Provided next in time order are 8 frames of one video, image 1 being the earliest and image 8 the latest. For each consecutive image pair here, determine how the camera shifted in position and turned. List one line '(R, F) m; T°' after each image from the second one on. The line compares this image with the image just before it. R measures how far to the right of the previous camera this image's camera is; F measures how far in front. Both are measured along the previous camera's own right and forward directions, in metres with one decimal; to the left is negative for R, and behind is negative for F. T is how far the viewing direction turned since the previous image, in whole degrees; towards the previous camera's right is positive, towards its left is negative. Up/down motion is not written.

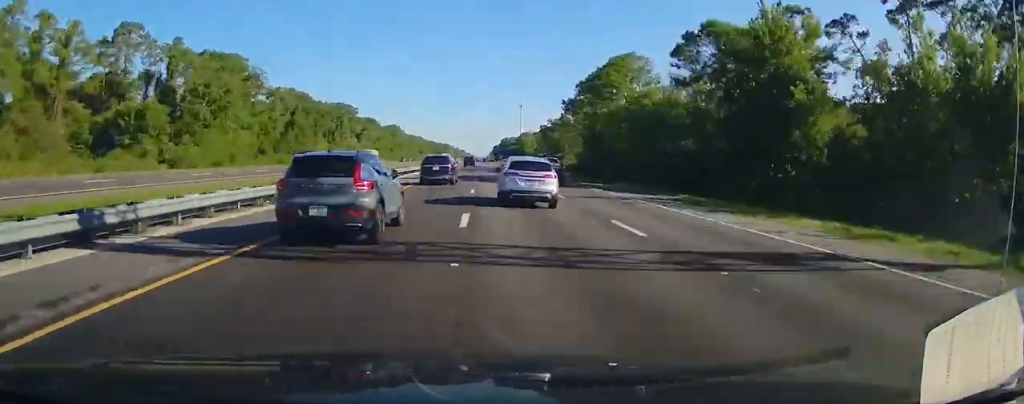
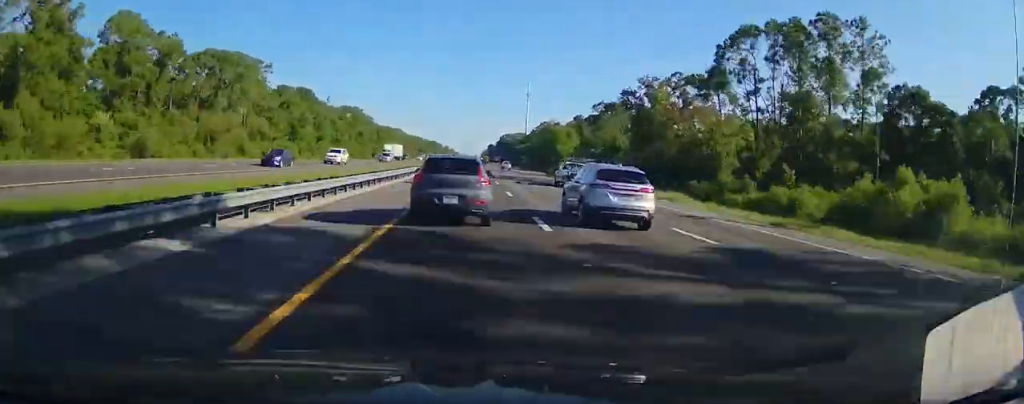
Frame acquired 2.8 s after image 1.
(0.0, +99.3) m; 0°
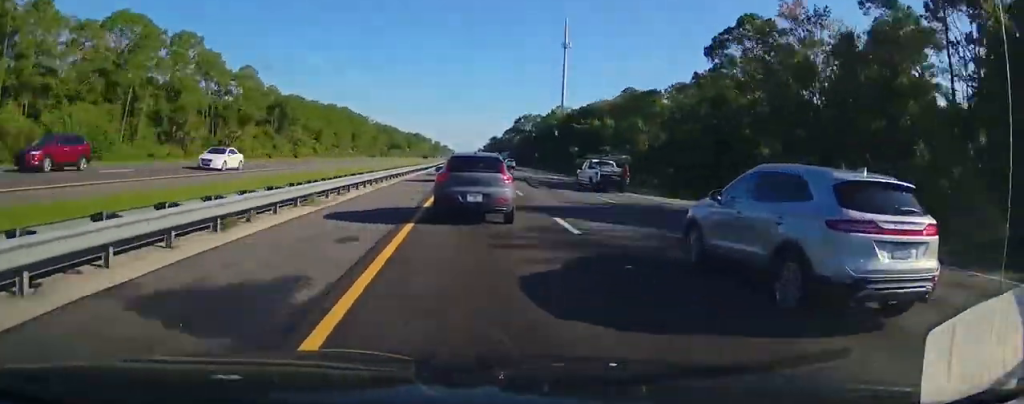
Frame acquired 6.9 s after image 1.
(+0.7, +146.8) m; 0°
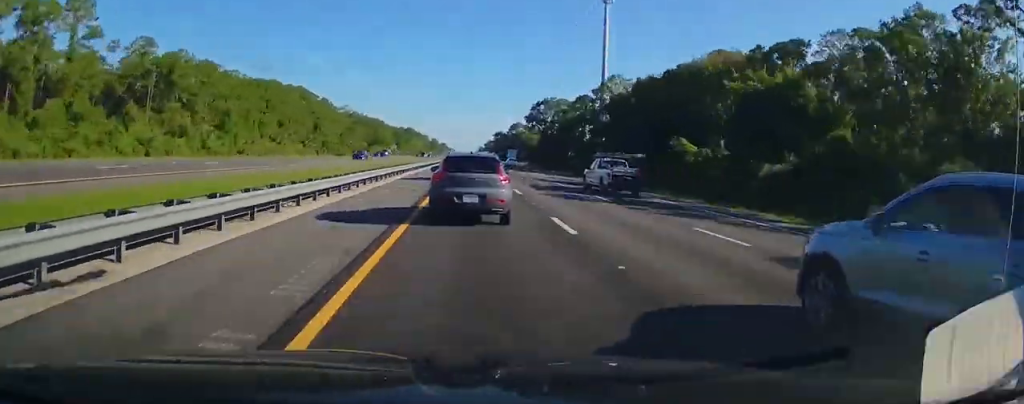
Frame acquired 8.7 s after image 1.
(+0.2, +59.9) m; 0°
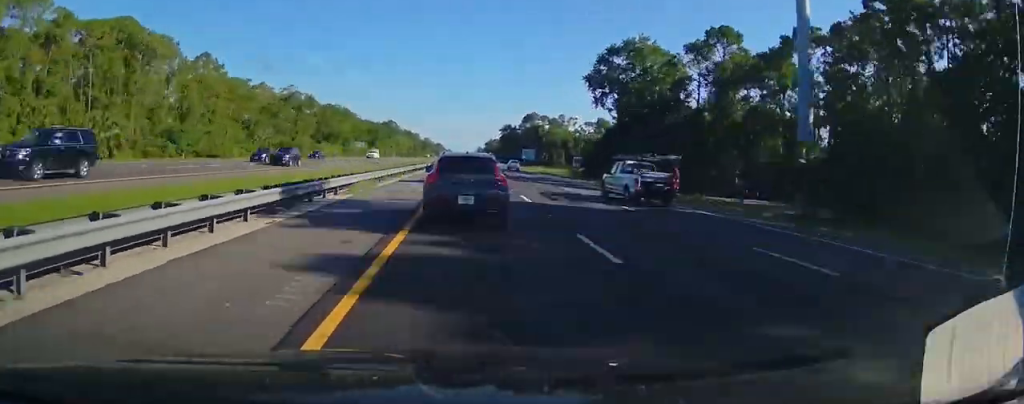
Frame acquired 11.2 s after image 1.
(+0.2, +87.5) m; 0°
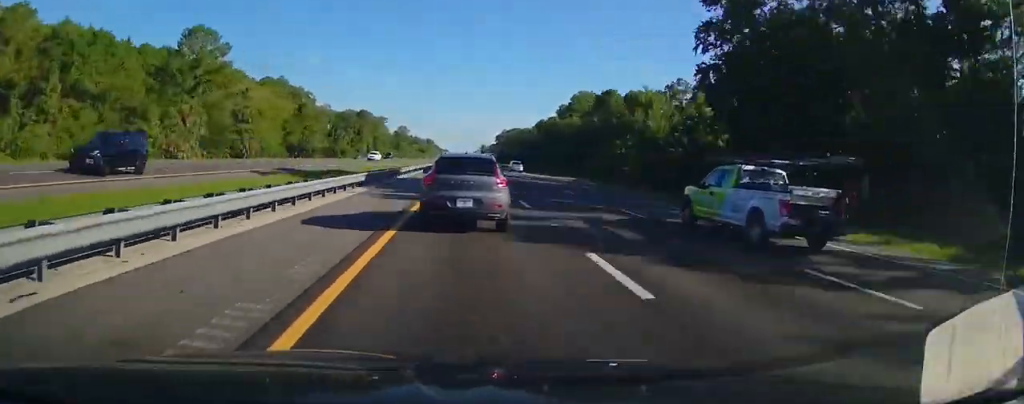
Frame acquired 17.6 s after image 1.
(-0.2, +222.1) m; 0°
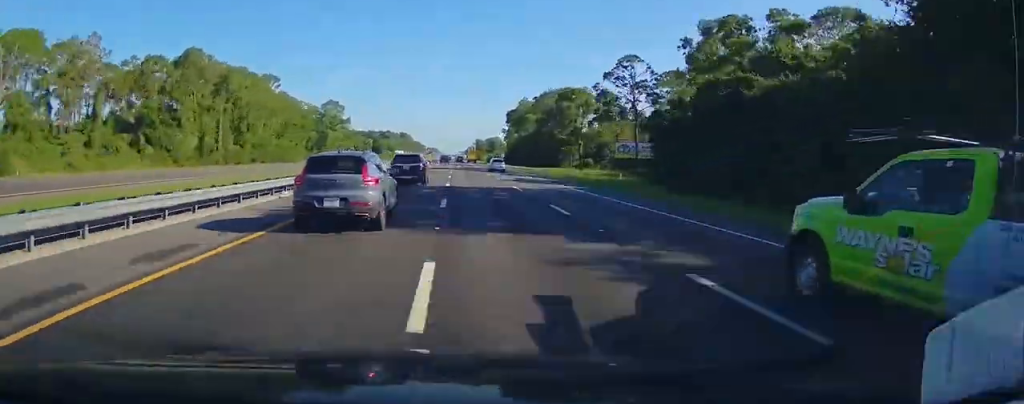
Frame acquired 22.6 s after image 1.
(+1.3, +172.3) m; +1°
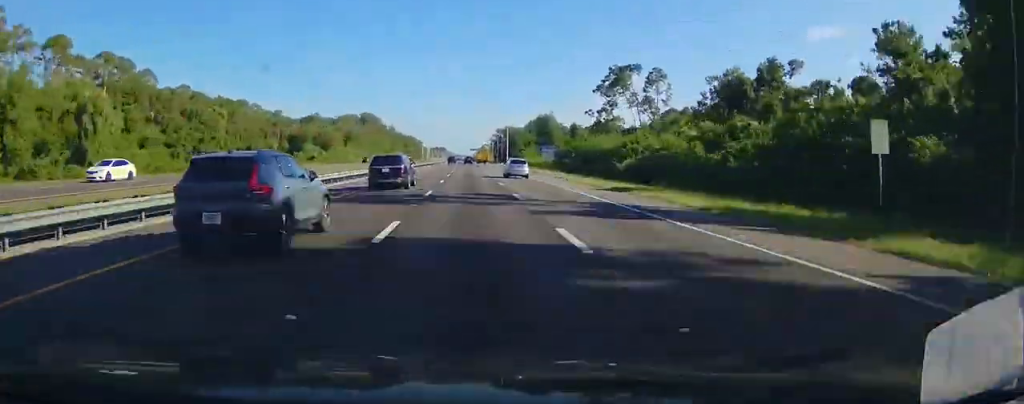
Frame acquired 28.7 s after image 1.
(-0.5, +211.8) m; -1°
